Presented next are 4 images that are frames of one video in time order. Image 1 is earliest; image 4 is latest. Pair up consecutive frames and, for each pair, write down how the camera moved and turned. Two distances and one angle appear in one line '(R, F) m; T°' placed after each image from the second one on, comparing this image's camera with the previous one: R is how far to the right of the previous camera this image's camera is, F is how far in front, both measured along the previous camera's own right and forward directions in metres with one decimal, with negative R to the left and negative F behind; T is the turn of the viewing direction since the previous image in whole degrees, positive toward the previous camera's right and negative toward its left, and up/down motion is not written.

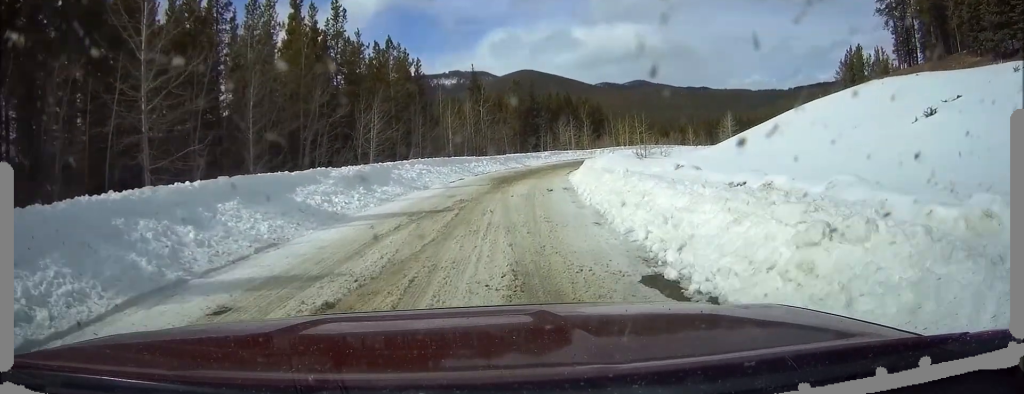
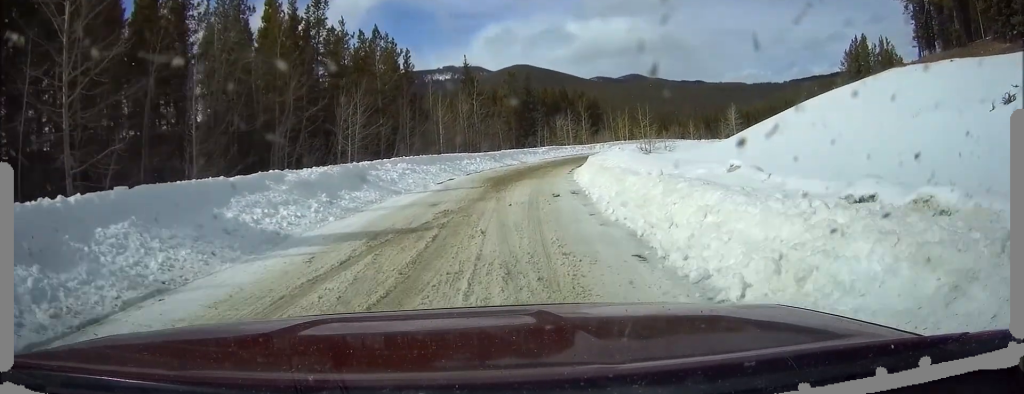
(0.0, +3.9) m; +2°
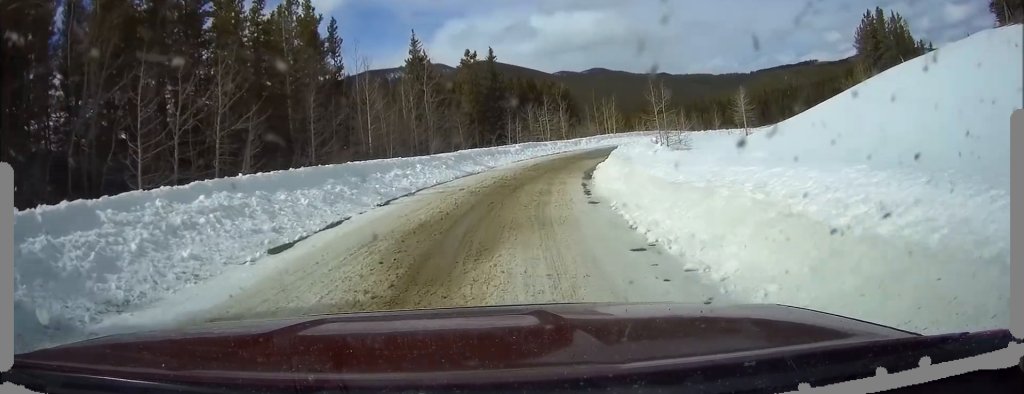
(-0.4, +16.8) m; -4°
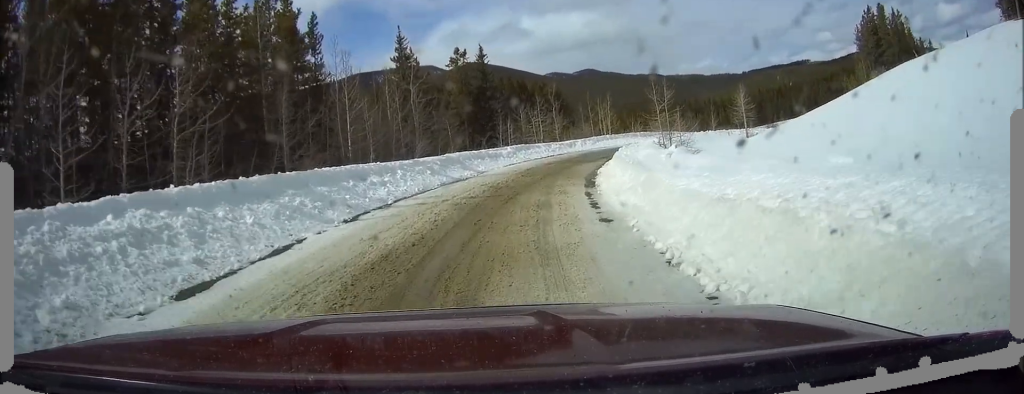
(0.0, +2.9) m; +2°
